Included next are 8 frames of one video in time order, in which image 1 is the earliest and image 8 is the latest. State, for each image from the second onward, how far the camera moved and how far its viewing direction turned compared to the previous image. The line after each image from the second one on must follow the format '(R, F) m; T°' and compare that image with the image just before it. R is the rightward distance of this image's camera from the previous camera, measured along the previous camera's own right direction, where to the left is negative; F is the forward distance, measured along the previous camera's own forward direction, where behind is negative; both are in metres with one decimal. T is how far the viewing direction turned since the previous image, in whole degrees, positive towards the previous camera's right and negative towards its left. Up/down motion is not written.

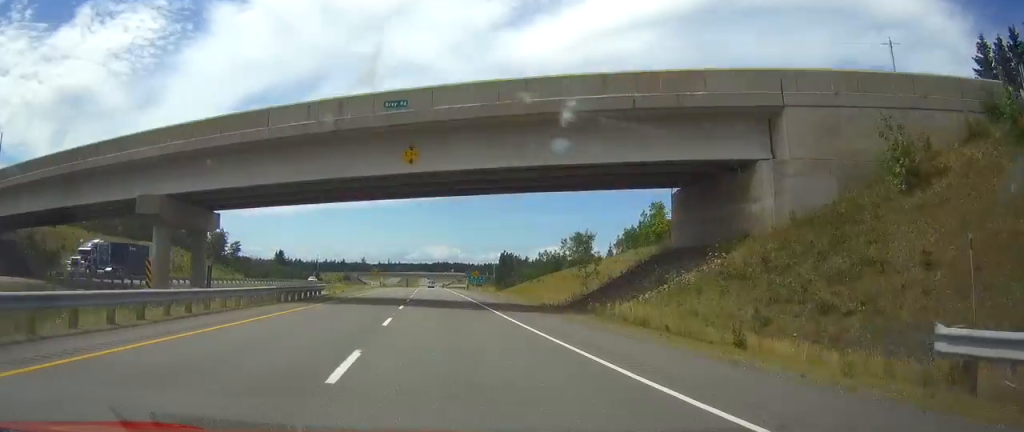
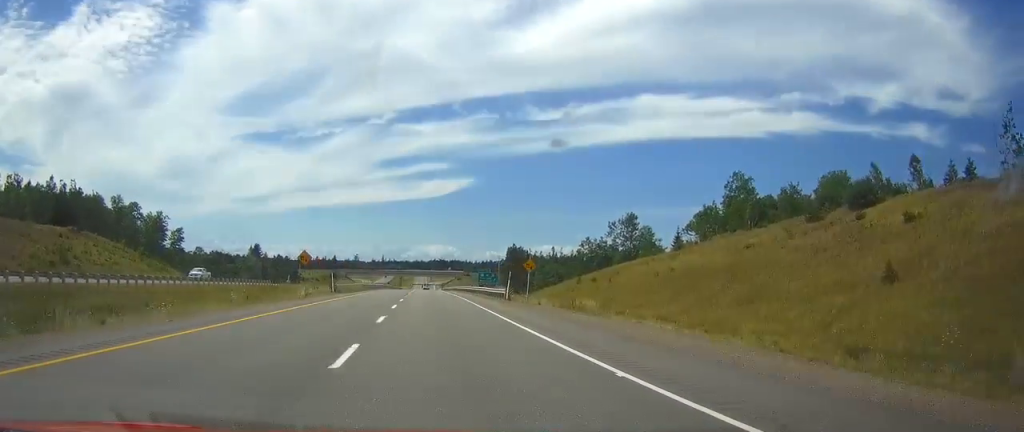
(-0.1, +53.1) m; 0°
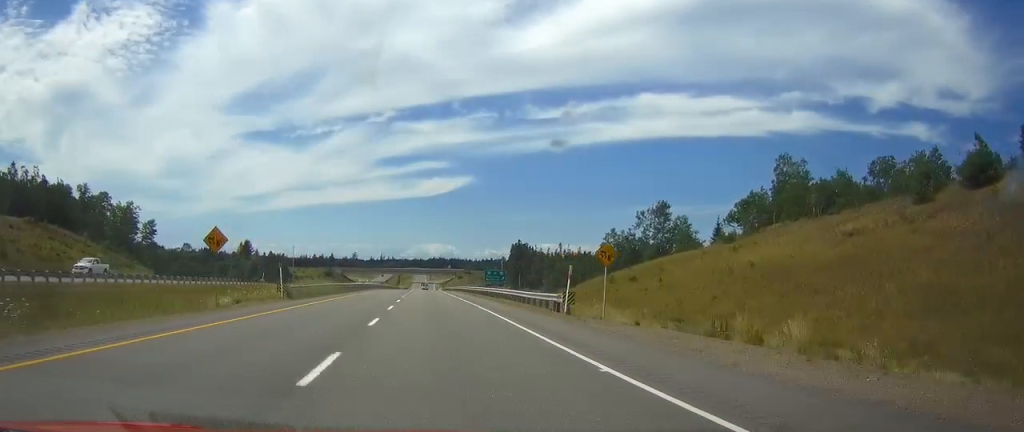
(+0.1, +19.3) m; 0°
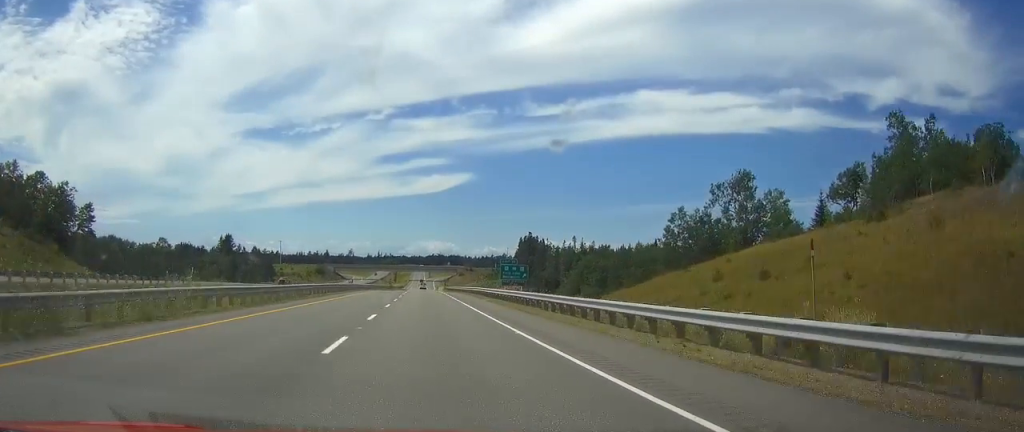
(+0.1, +32.9) m; 0°
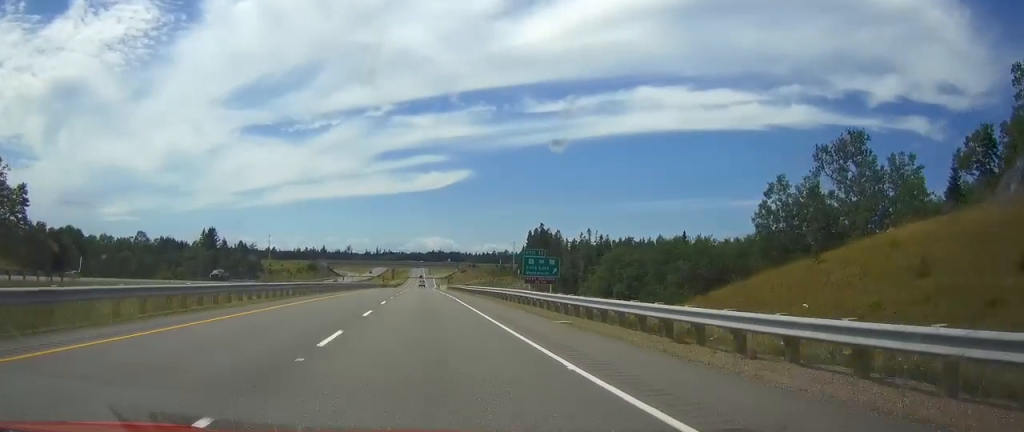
(0.0, +26.2) m; 0°
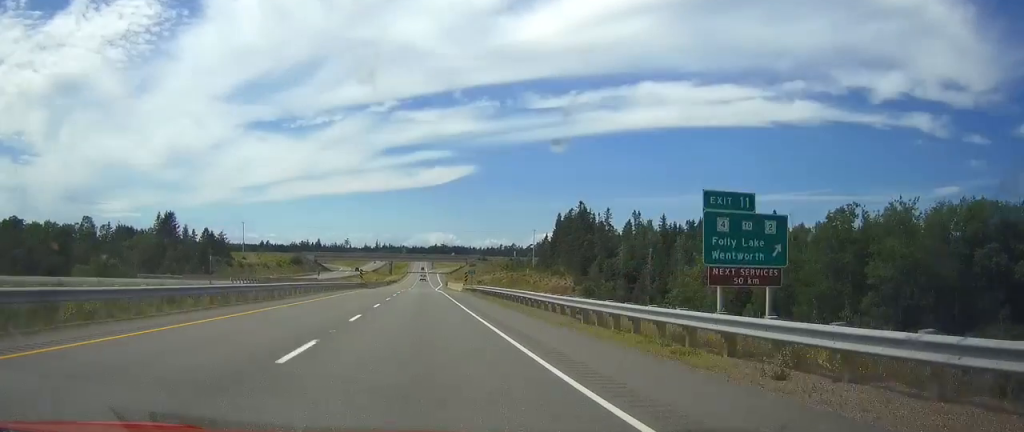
(0.0, +55.1) m; 0°
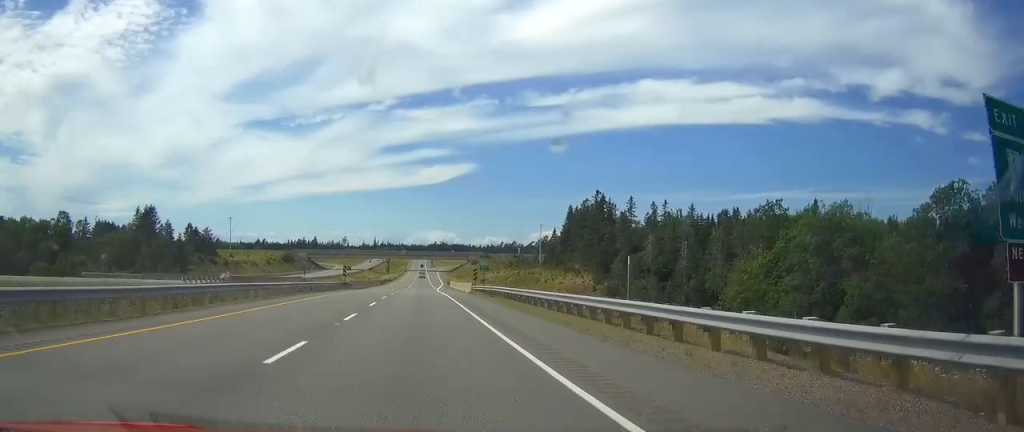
(0.0, +18.4) m; 0°
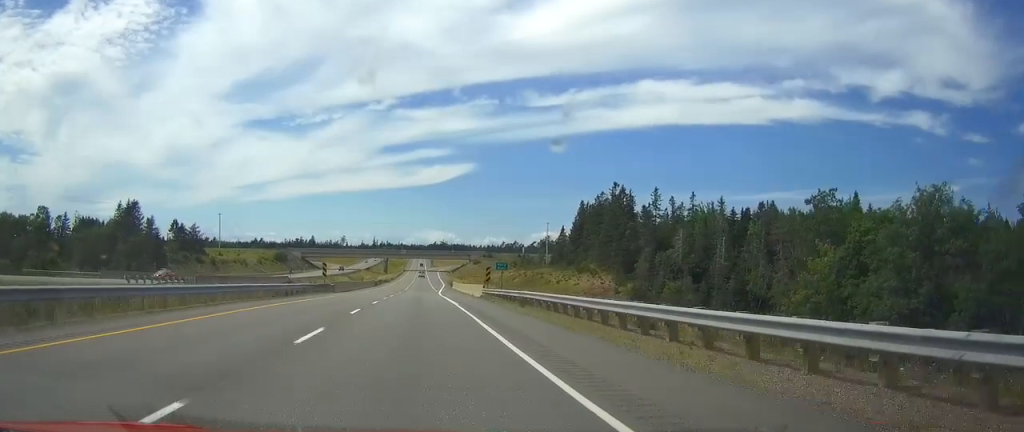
(0.0, +15.0) m; 0°
